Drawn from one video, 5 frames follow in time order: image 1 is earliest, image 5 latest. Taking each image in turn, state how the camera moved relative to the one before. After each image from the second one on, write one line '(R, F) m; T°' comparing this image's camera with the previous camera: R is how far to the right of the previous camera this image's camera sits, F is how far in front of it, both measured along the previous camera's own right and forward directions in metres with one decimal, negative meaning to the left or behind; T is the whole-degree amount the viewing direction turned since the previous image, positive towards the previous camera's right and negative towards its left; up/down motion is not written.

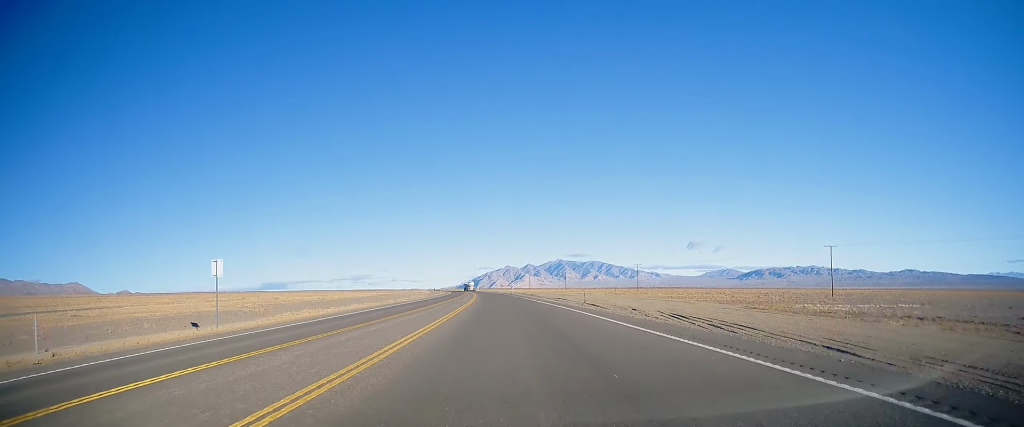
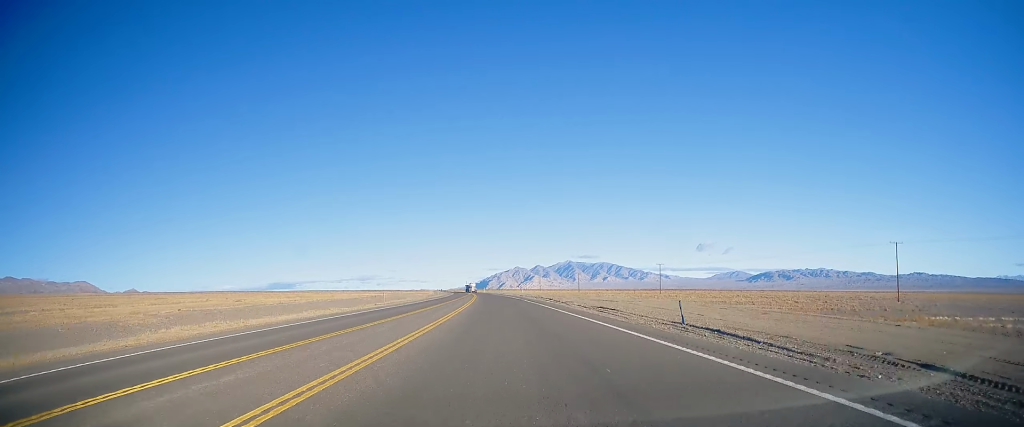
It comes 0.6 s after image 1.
(-0.1, +20.8) m; -1°
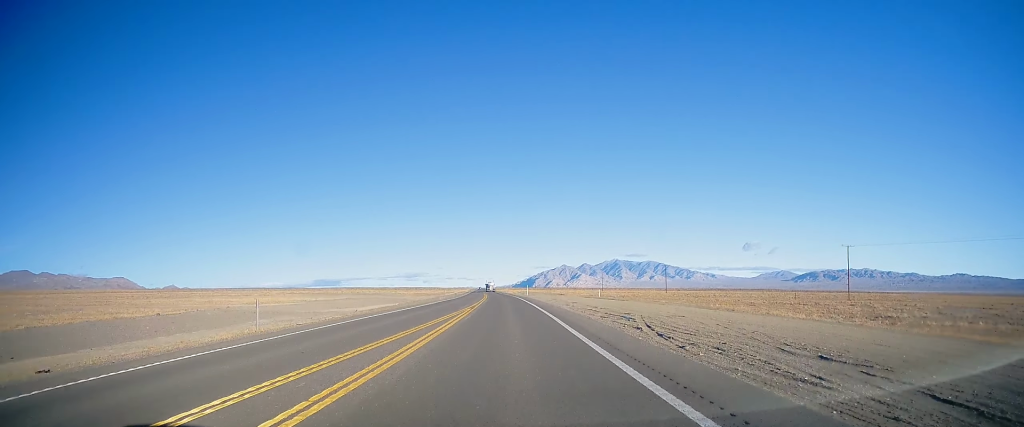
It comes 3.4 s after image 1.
(-4.0, +98.4) m; -4°
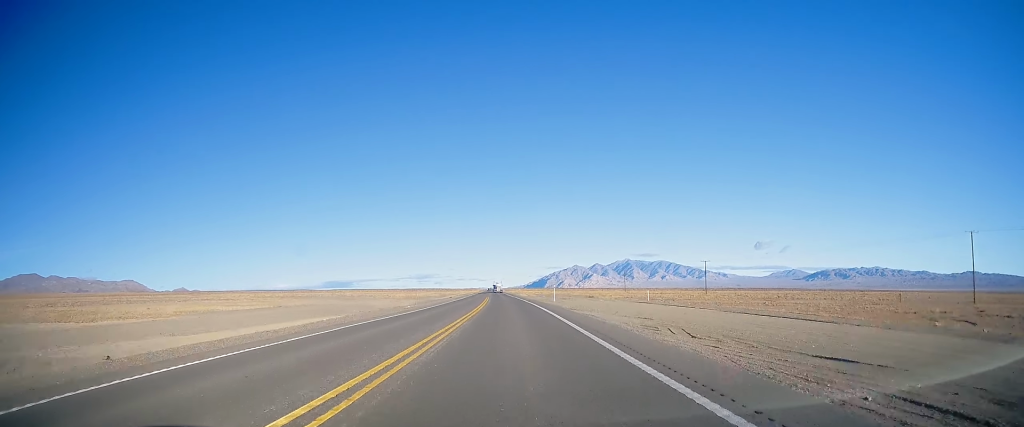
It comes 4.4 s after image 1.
(-0.4, +33.8) m; -1°
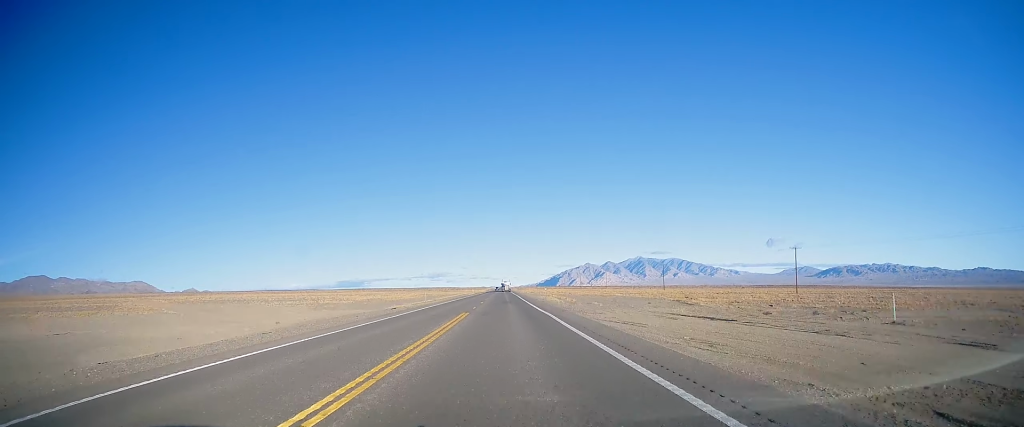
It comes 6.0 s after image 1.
(-0.6, +55.4) m; -1°
